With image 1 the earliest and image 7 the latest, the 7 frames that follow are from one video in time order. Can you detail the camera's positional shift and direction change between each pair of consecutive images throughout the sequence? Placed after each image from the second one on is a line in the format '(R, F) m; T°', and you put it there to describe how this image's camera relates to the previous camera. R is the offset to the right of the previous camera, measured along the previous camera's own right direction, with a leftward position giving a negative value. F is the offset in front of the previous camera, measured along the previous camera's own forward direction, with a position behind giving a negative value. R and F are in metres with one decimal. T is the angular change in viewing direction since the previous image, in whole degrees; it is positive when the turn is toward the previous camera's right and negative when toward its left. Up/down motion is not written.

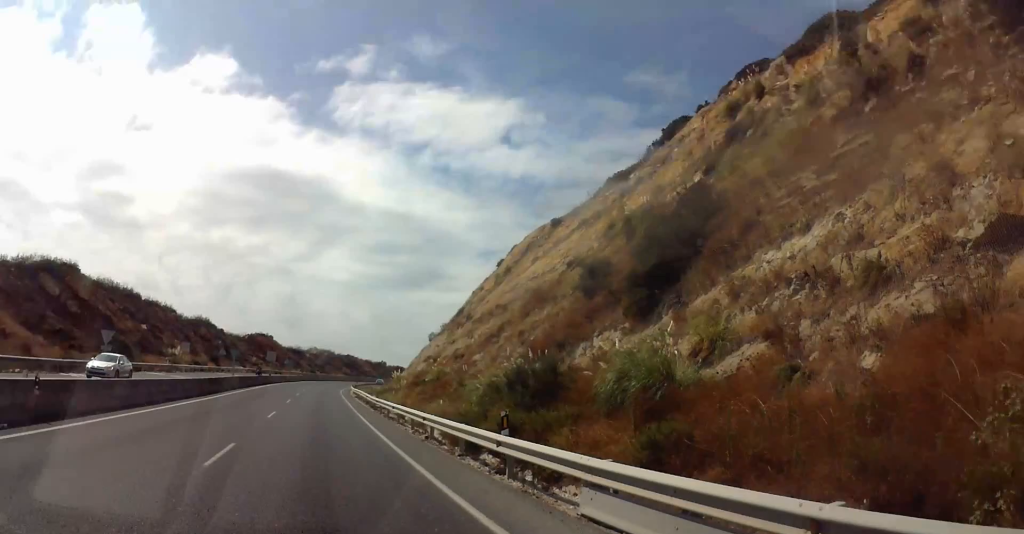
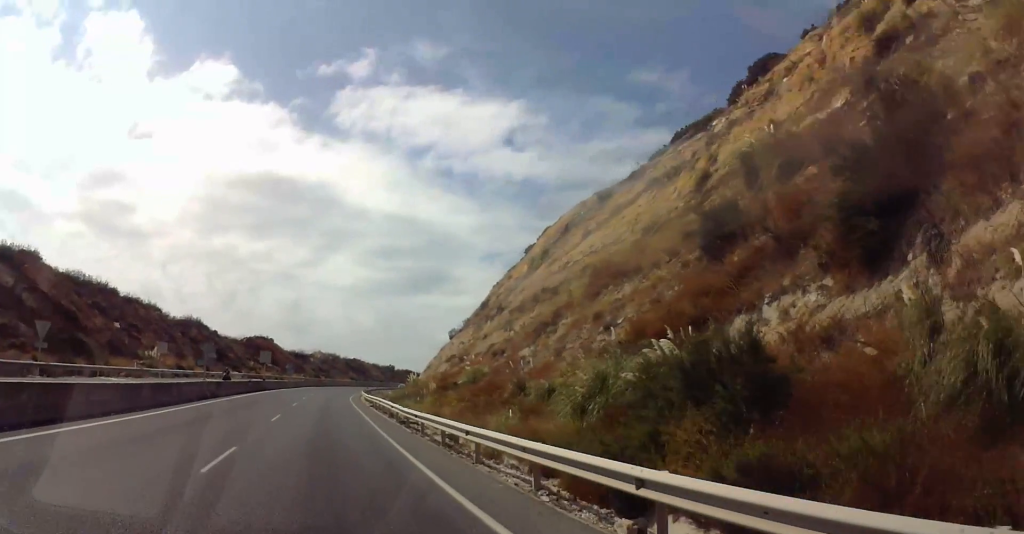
(+0.2, +13.0) m; 0°
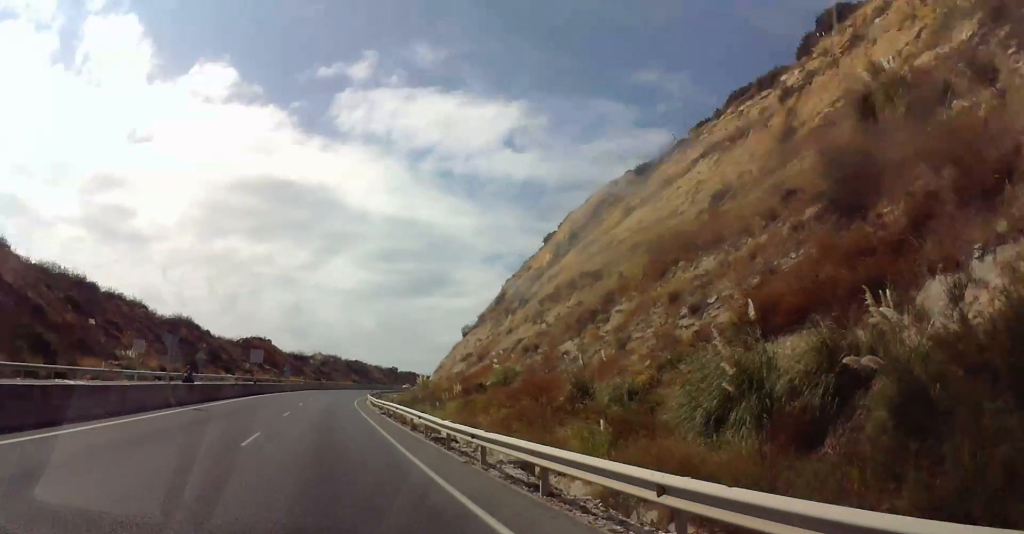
(+0.1, +8.8) m; 0°
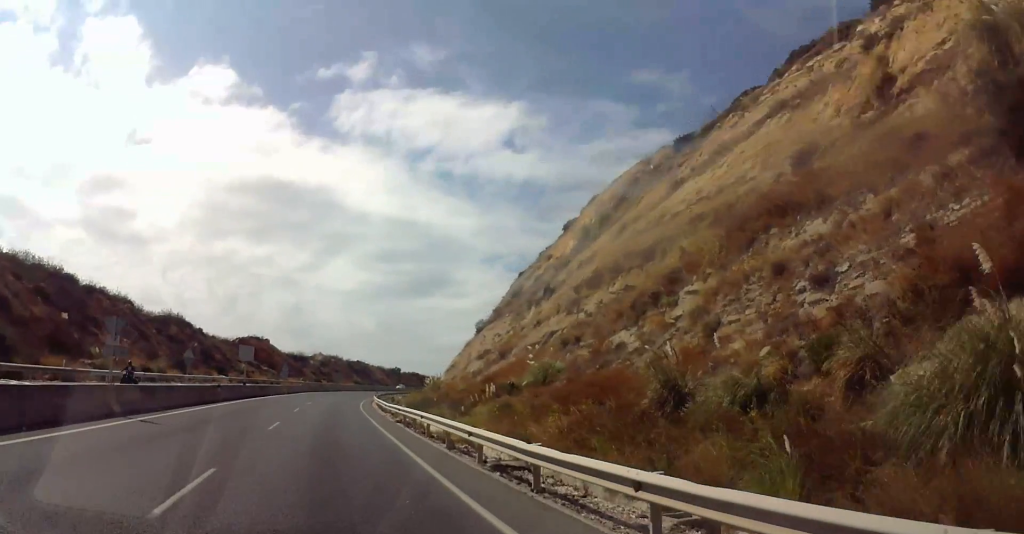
(-0.2, +7.6) m; -1°
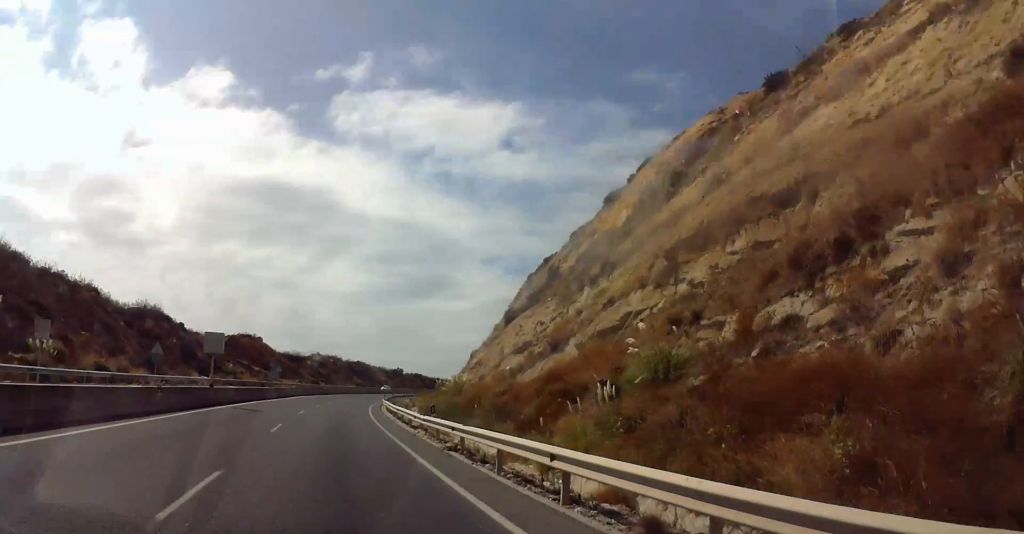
(-0.1, +12.7) m; 0°
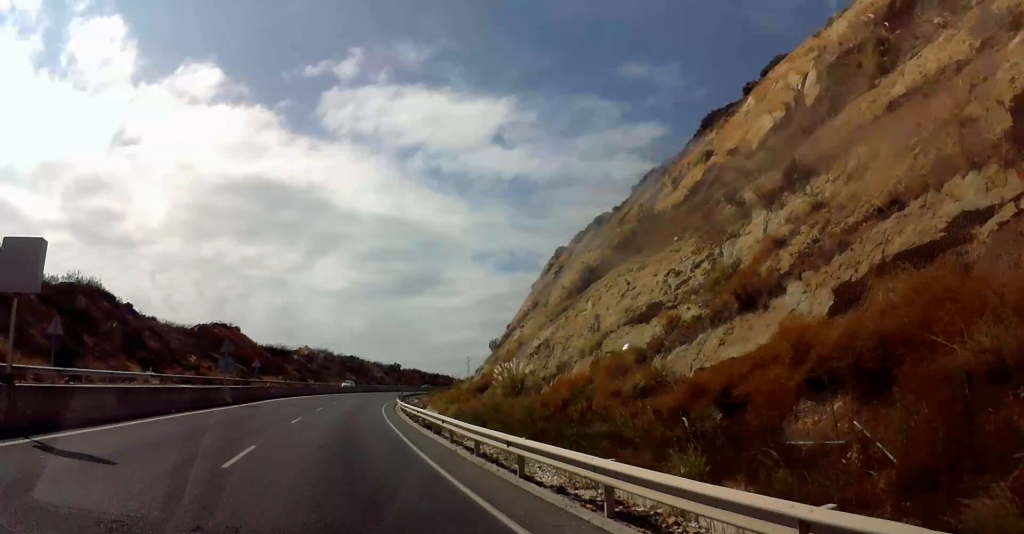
(+0.5, +20.4) m; +1°
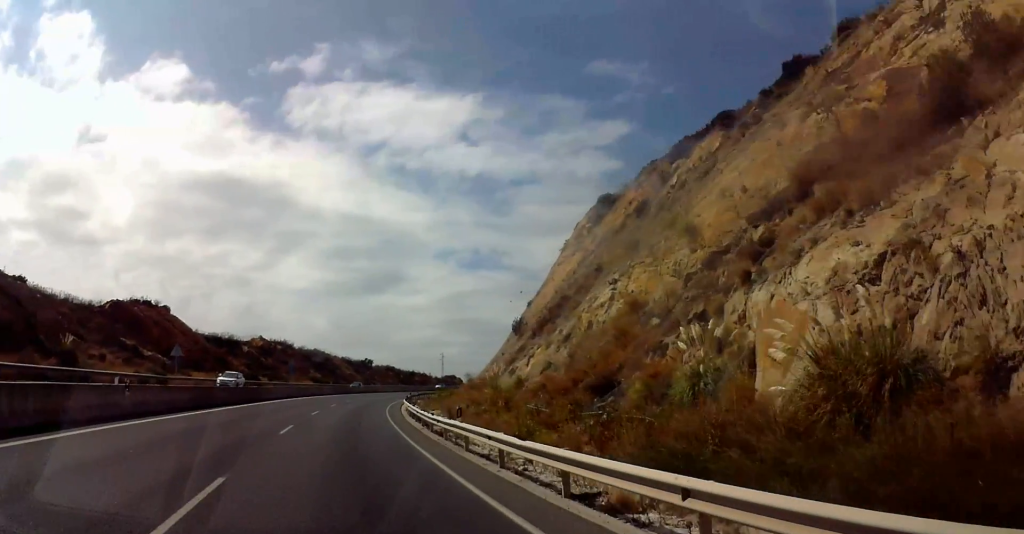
(-0.5, +30.8) m; 0°
